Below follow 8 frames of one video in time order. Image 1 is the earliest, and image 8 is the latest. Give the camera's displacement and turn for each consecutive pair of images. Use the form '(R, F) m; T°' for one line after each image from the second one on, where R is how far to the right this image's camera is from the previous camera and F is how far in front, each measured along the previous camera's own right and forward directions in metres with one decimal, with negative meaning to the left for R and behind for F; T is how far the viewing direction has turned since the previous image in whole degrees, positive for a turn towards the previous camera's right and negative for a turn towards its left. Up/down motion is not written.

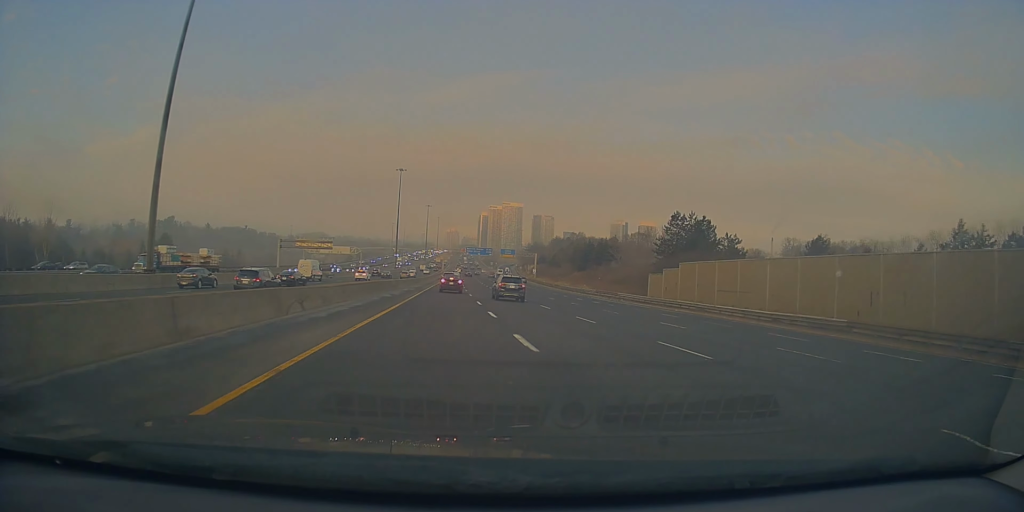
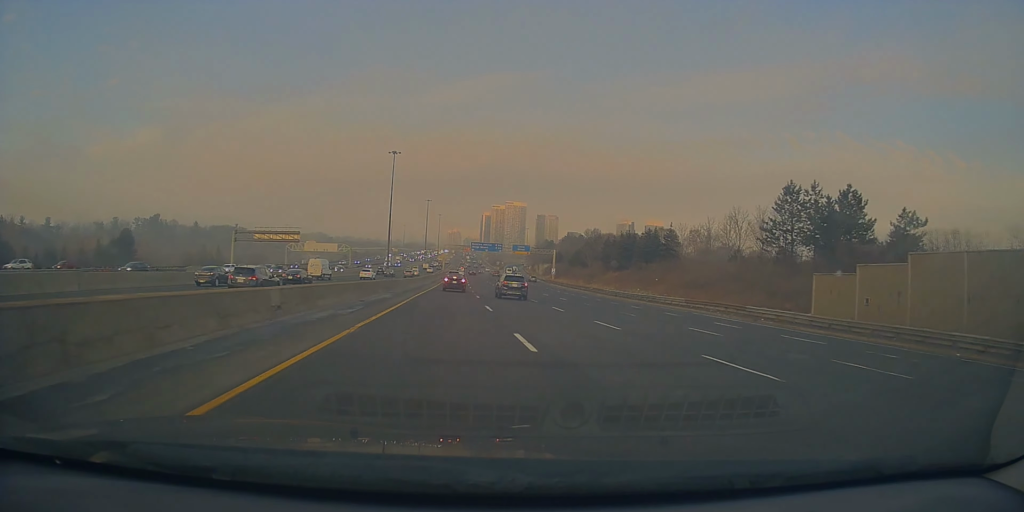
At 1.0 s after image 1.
(+0.1, +30.1) m; 0°
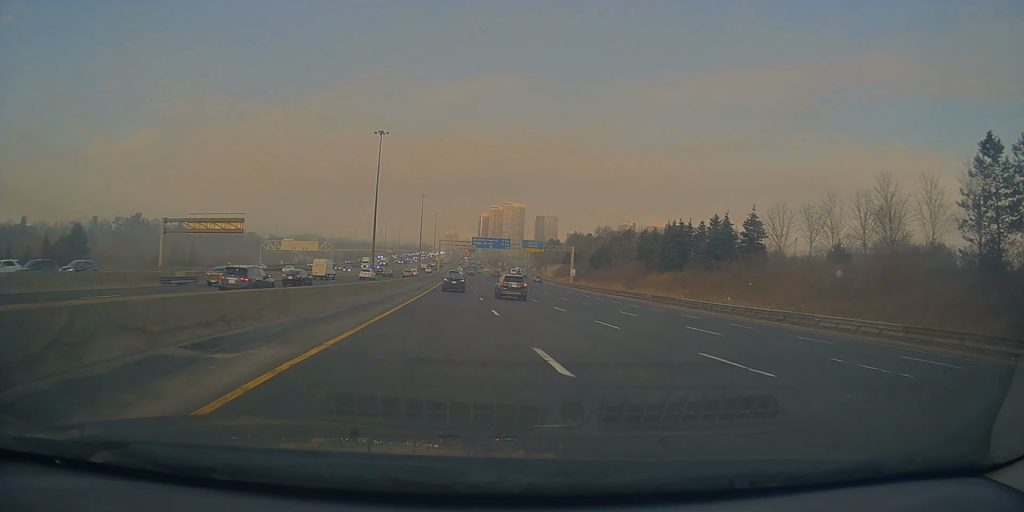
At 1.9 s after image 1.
(-0.2, +26.8) m; 0°
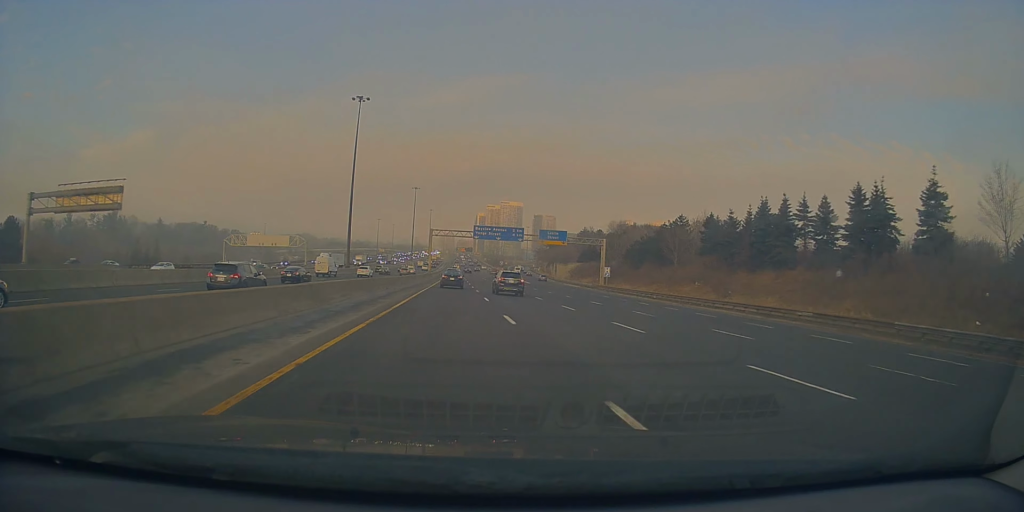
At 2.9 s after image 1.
(+0.4, +29.5) m; +1°
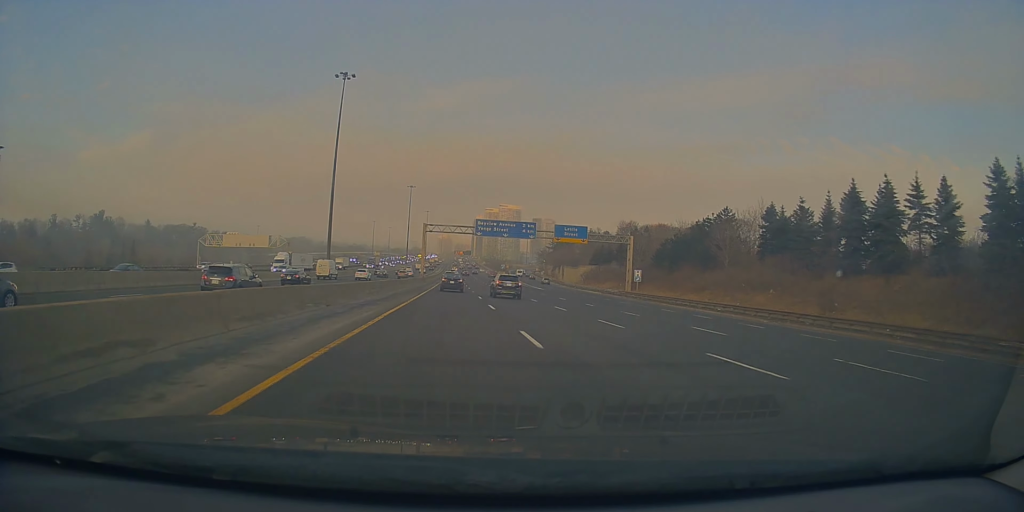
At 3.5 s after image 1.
(-0.1, +16.5) m; +1°
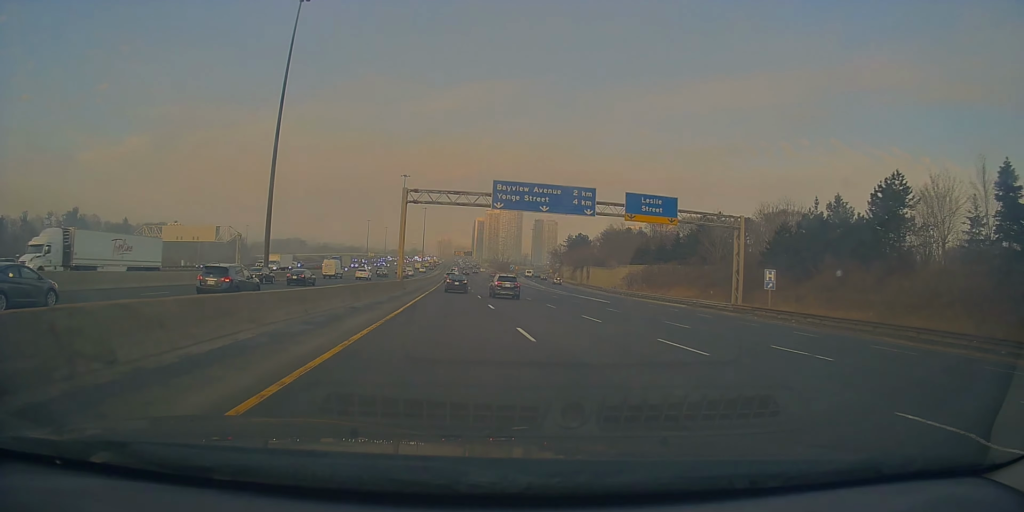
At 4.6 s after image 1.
(+0.5, +33.4) m; 0°
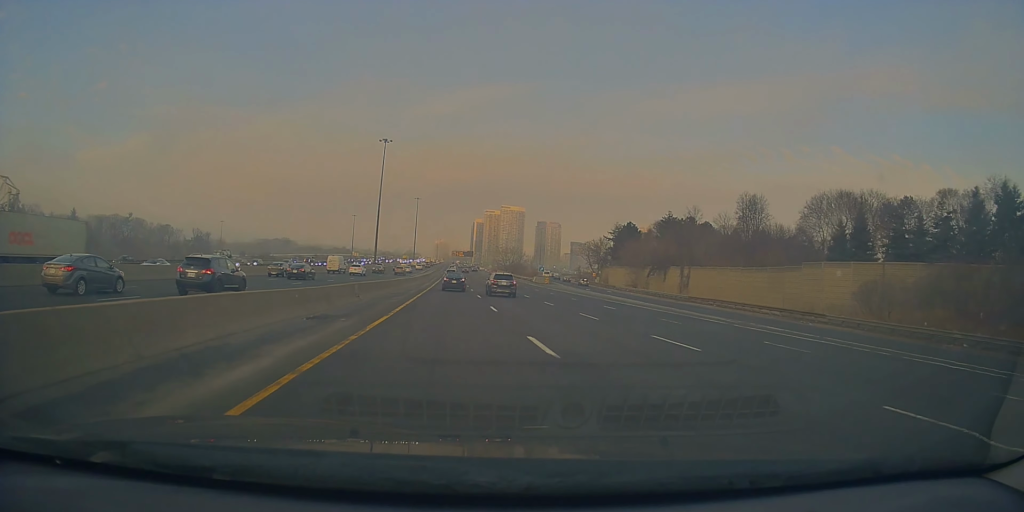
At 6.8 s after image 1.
(-0.1, +62.6) m; 0°
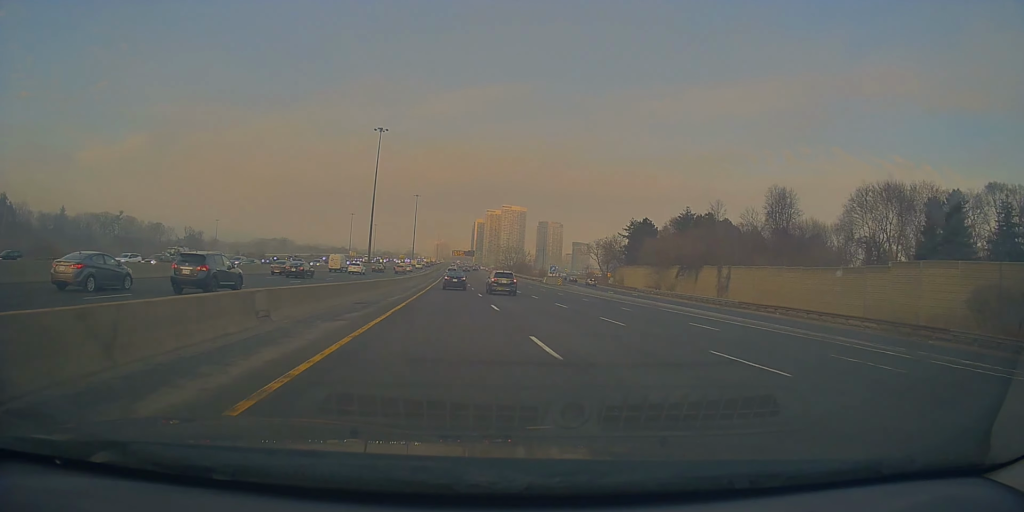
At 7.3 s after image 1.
(-0.2, +12.5) m; 0°
